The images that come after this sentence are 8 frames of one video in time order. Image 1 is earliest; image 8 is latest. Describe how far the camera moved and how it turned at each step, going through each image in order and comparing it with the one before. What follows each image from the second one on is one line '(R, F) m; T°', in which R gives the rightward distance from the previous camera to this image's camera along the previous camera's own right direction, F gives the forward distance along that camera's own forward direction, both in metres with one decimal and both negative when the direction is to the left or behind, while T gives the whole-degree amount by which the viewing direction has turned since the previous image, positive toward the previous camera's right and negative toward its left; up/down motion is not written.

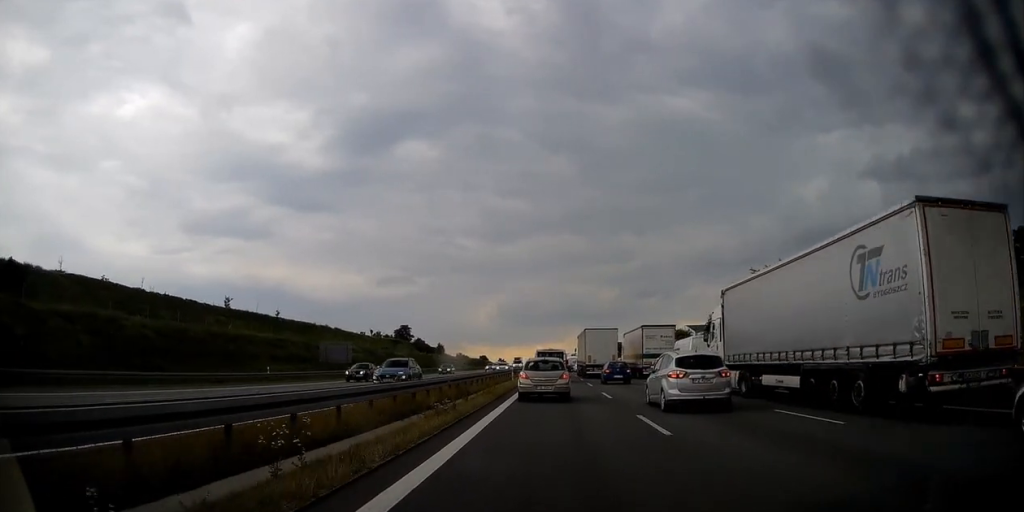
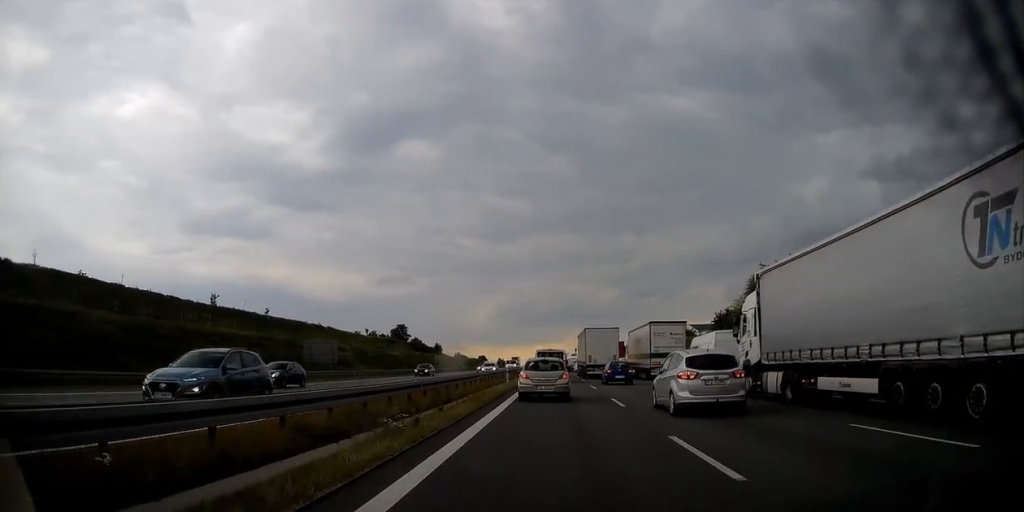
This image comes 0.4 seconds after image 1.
(-0.2, +4.8) m; 0°
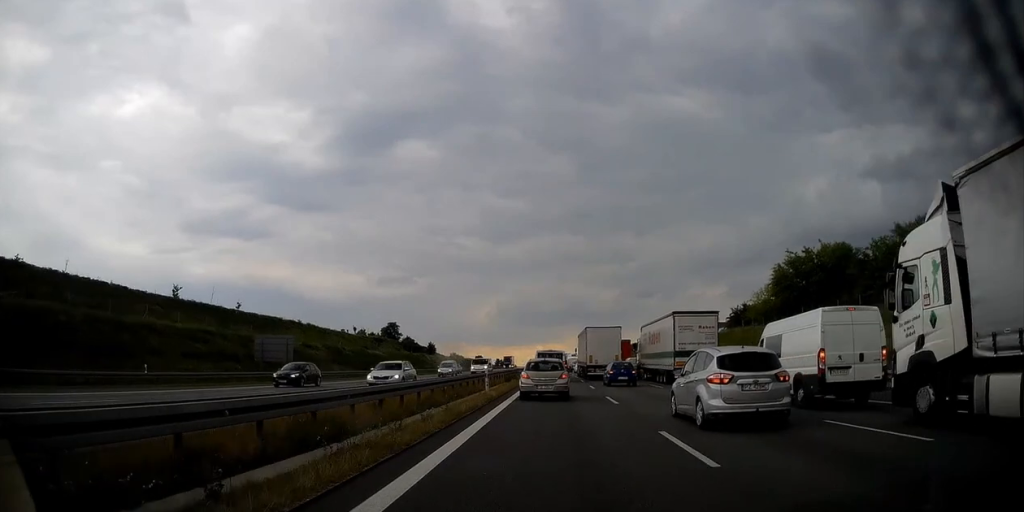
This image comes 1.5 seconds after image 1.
(+0.2, +11.4) m; 0°
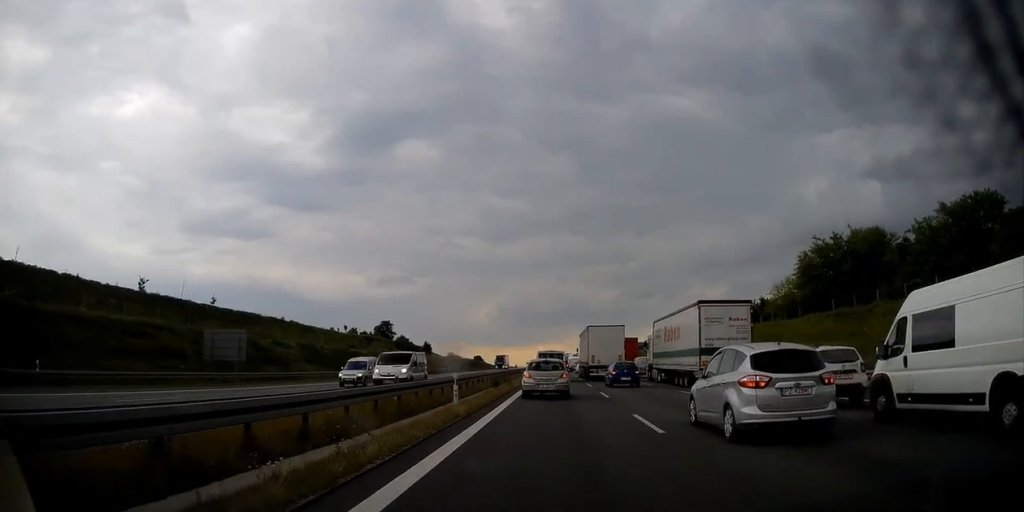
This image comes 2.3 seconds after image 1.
(-0.2, +8.8) m; -2°
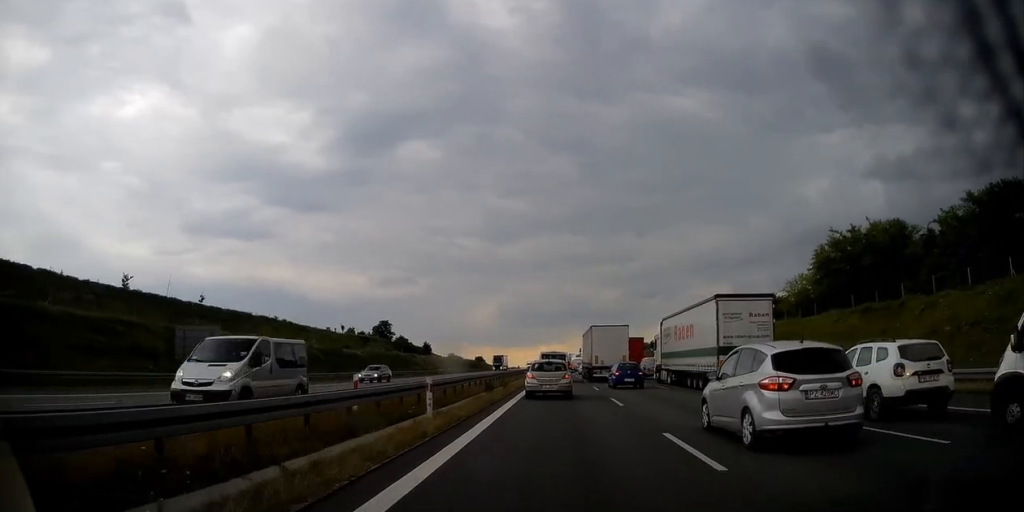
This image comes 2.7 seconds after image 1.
(-0.1, +4.2) m; -1°
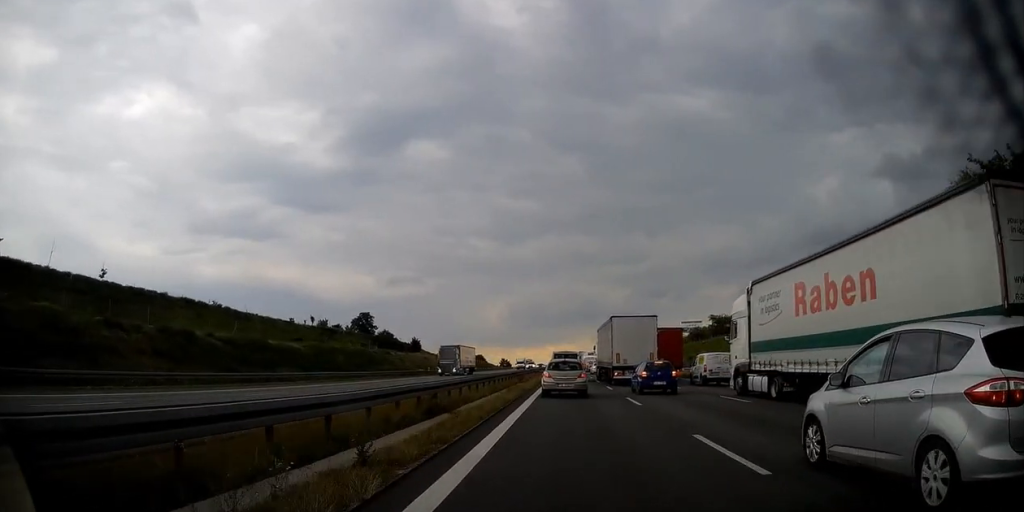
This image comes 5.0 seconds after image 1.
(+0.7, +24.7) m; +2°
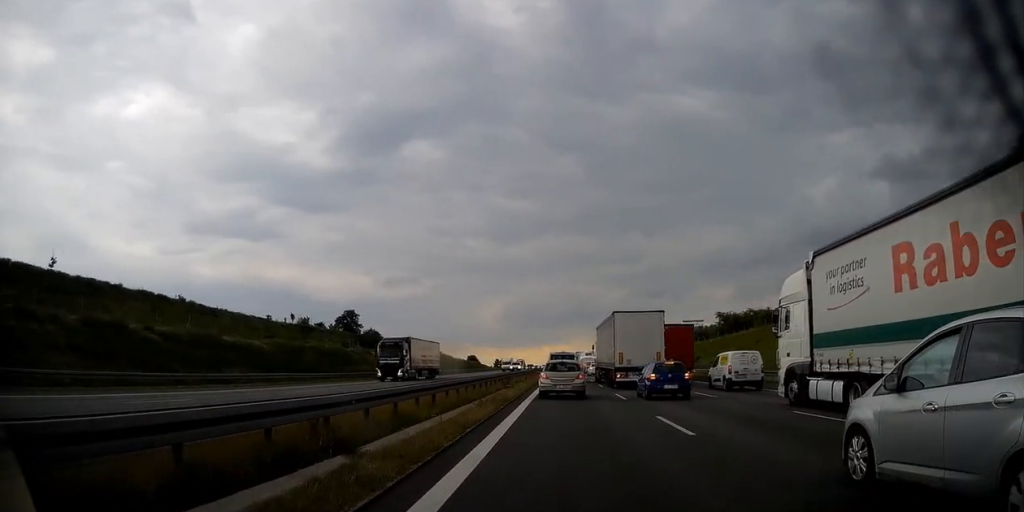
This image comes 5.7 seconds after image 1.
(-0.3, +8.0) m; 0°
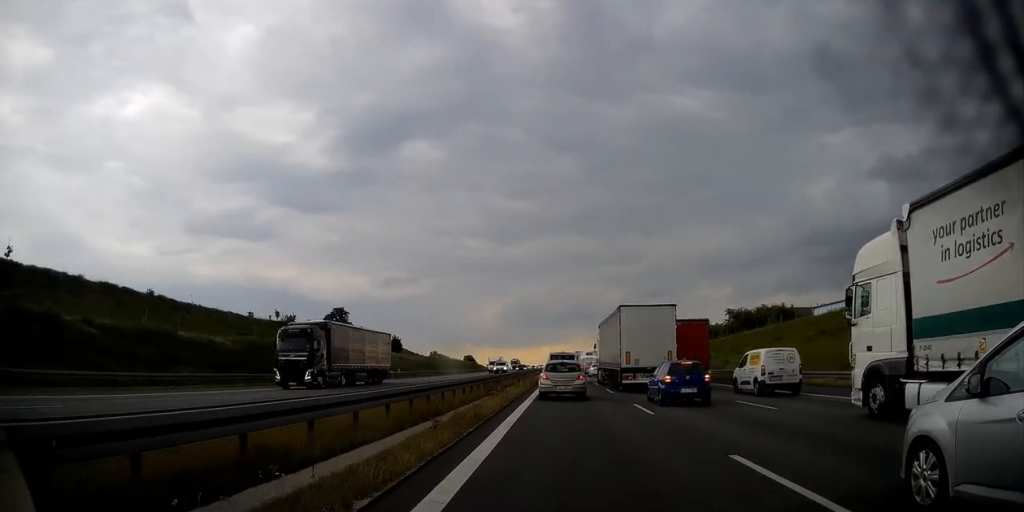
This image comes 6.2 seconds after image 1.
(+0.2, +6.3) m; +1°
